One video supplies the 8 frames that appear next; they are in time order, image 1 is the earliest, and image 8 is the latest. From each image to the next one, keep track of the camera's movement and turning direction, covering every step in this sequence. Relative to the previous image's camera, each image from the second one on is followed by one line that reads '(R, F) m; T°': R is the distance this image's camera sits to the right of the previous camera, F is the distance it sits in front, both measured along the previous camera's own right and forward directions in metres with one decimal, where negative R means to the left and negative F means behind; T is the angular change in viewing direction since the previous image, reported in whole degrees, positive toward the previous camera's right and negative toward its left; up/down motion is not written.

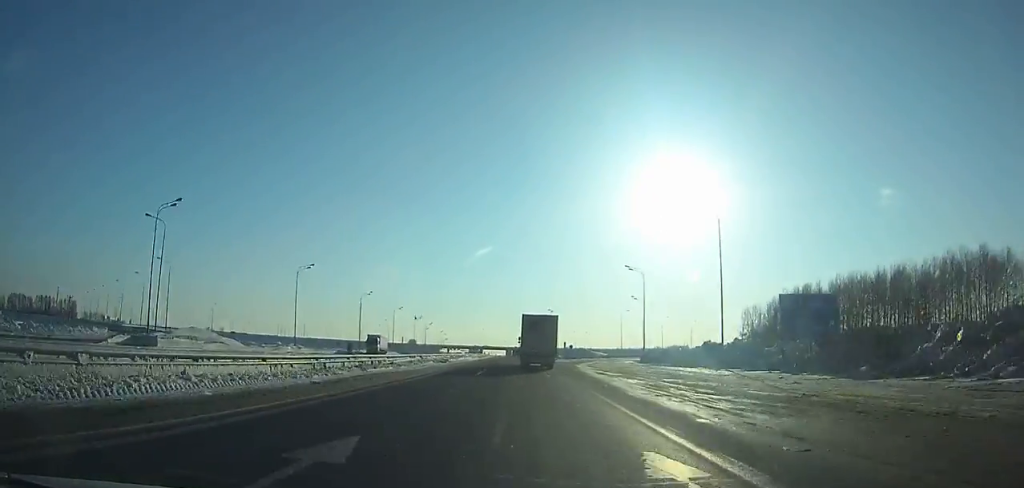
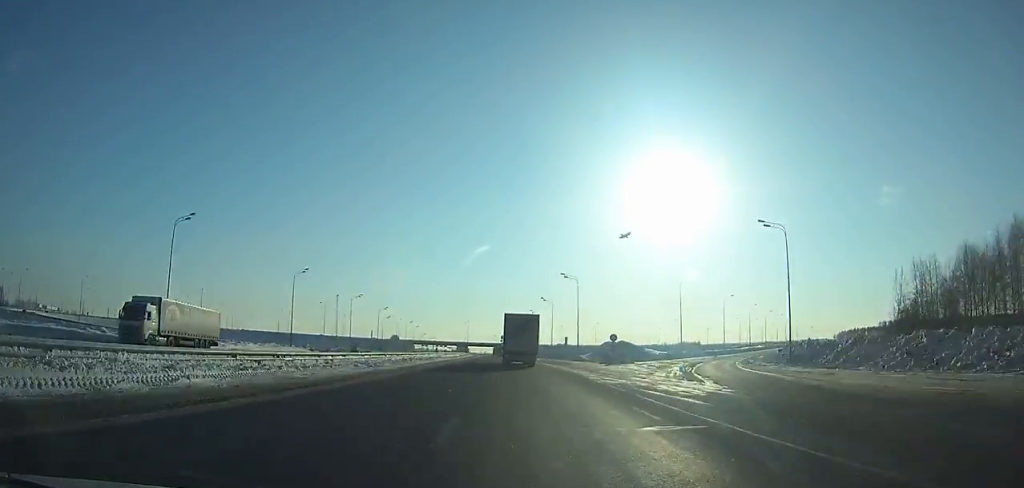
(+0.4, +73.7) m; -1°
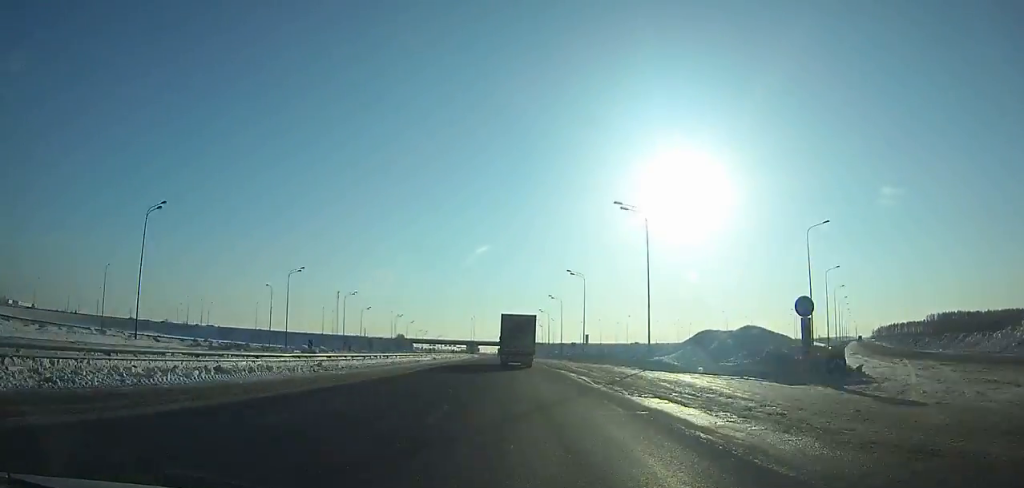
(-0.5, +45.3) m; -1°
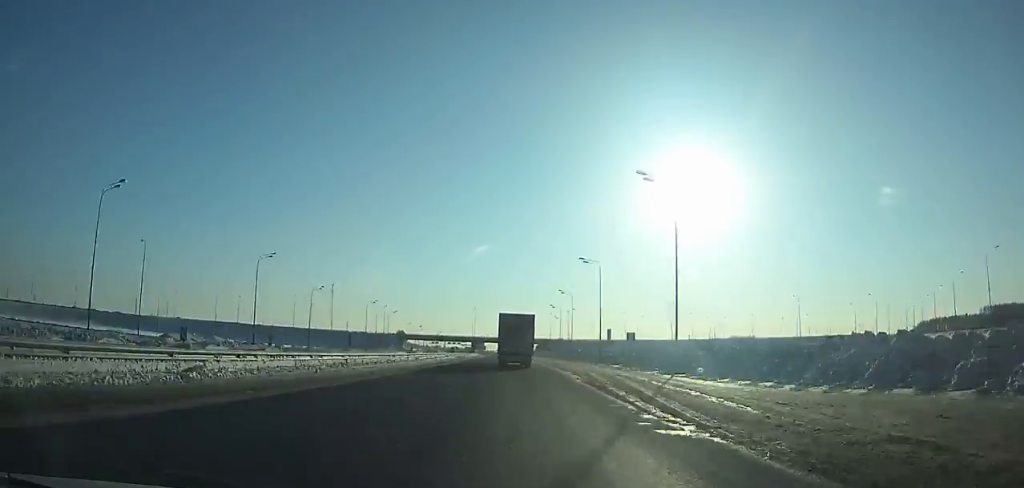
(-0.6, +50.1) m; -1°
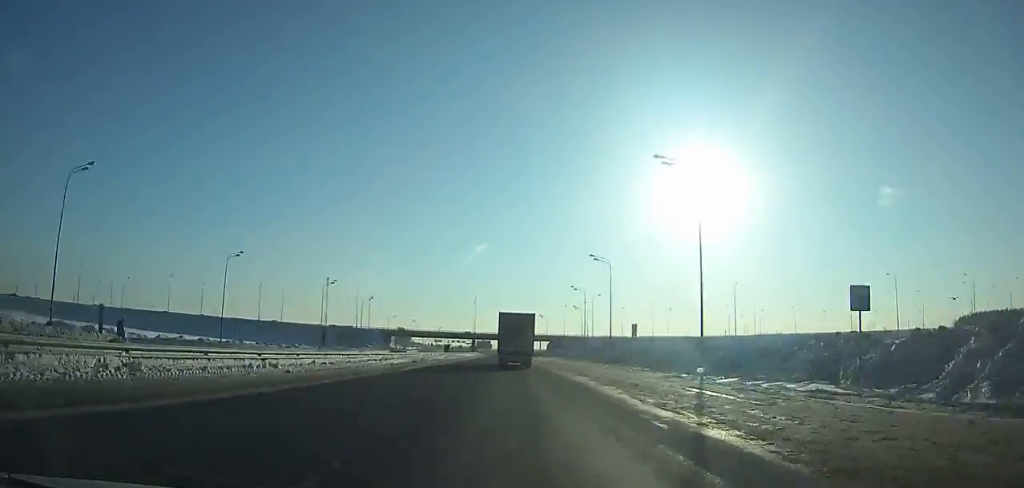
(-0.2, +41.2) m; -1°
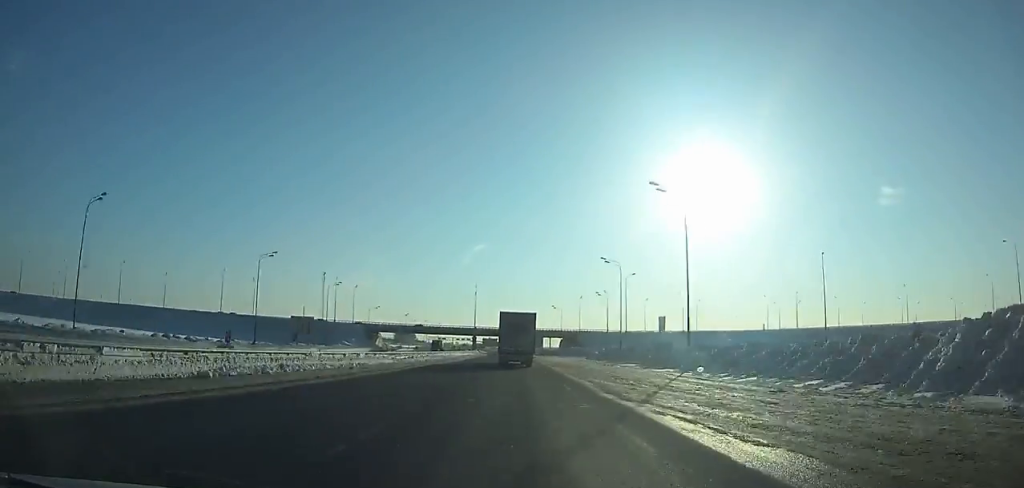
(-0.4, +32.2) m; 0°
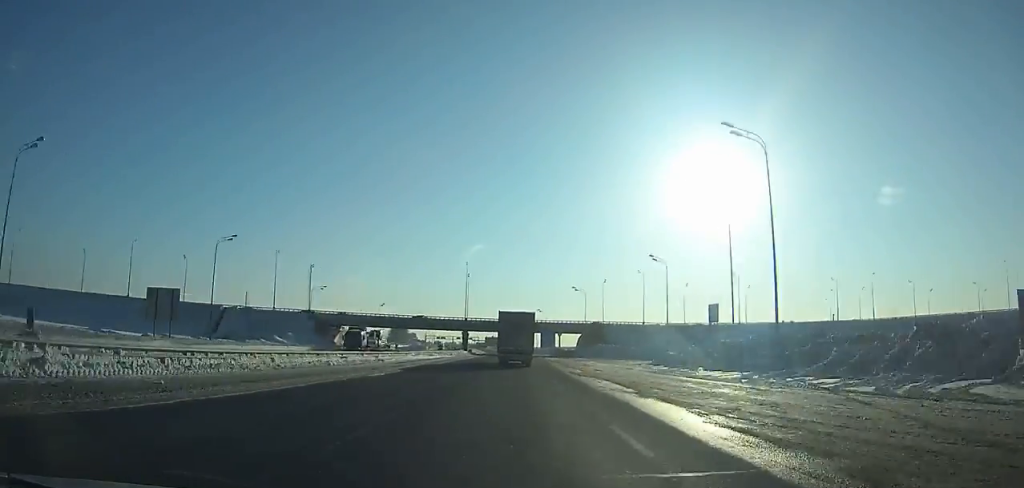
(-0.3, +48.3) m; -1°
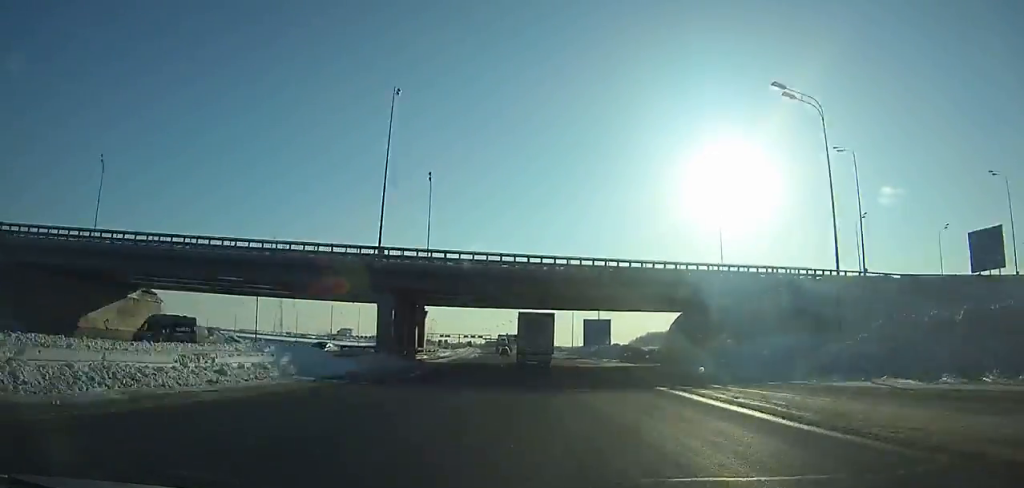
(-0.7, +91.7) m; -1°
